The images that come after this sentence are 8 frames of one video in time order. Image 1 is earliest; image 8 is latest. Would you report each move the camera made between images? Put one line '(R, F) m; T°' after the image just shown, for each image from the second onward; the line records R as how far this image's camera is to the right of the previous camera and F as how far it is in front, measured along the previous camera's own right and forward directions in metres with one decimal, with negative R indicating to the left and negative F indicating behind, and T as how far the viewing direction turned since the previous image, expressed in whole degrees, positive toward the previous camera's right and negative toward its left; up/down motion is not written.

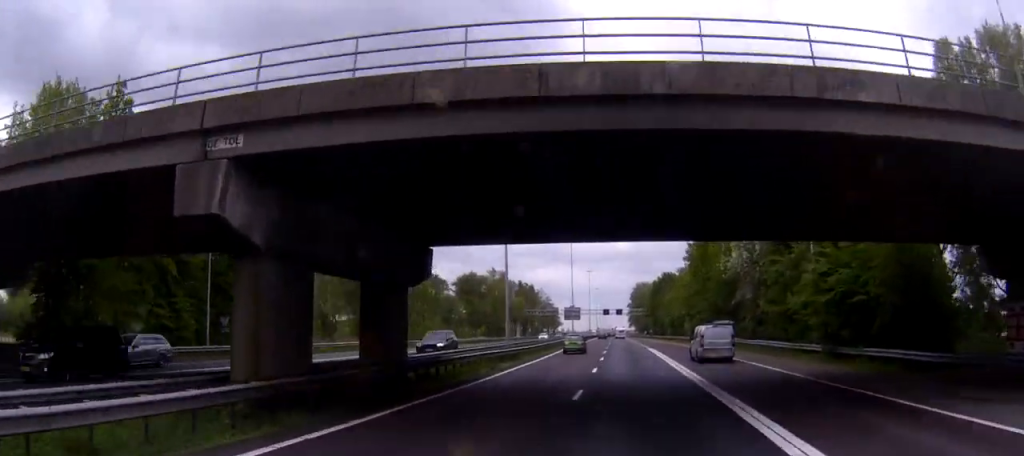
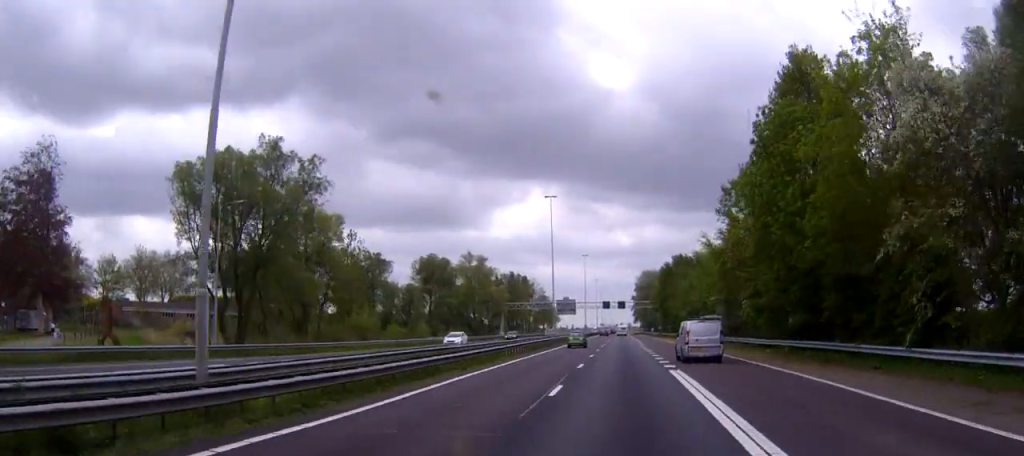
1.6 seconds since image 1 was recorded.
(-0.2, +35.8) m; -1°
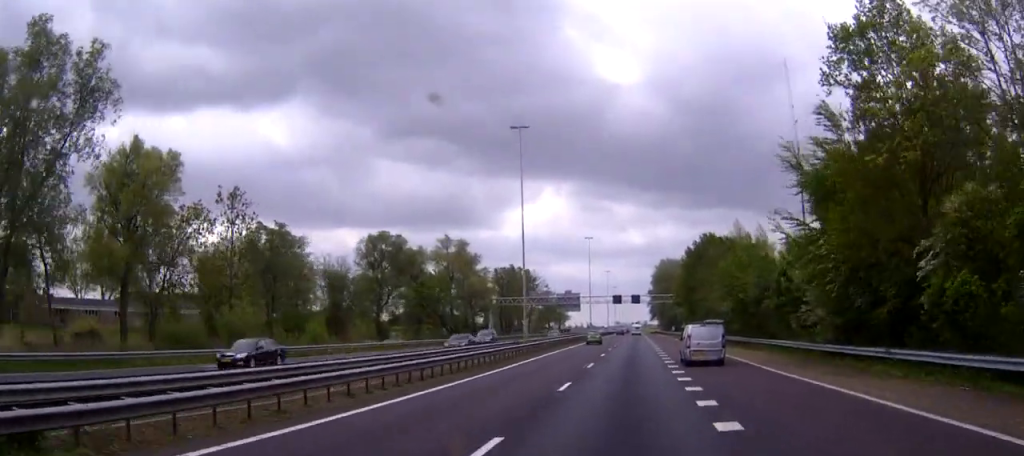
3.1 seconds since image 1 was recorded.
(-0.5, +33.6) m; -1°
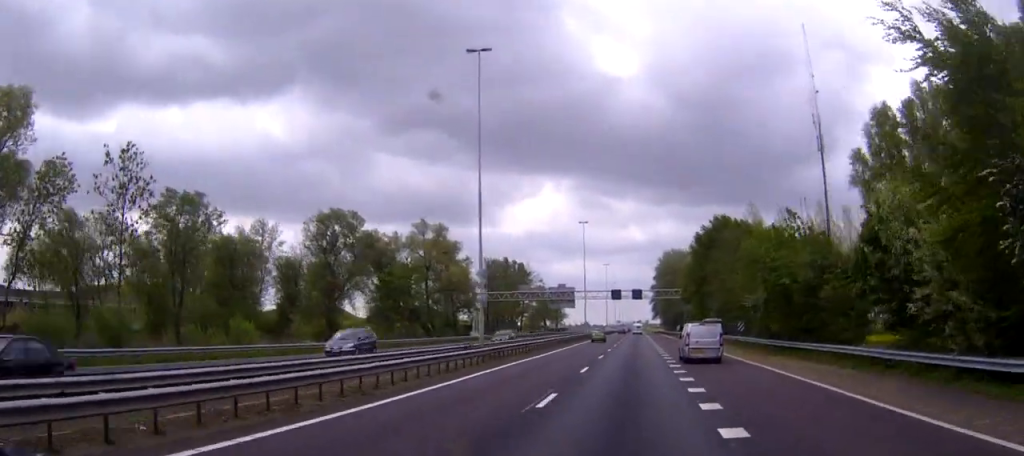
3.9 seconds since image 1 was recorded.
(+0.1, +16.4) m; 0°
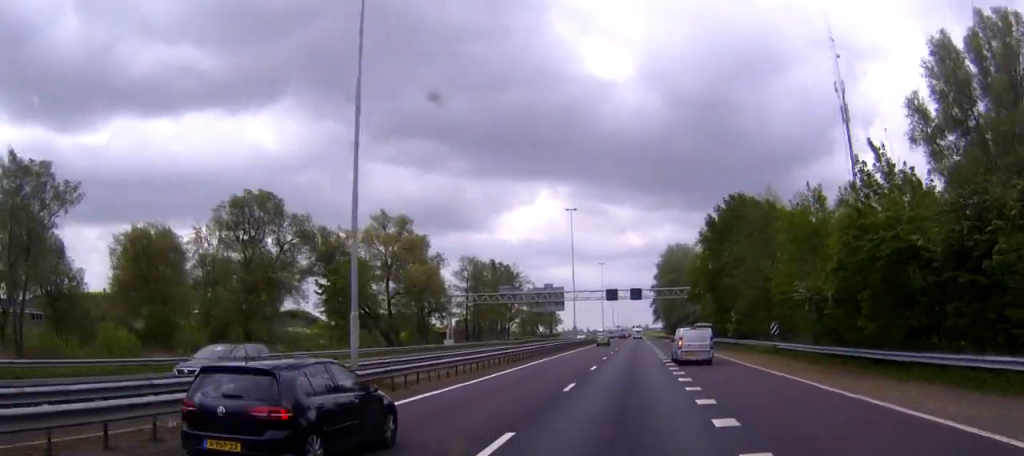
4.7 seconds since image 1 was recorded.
(0.0, +18.4) m; 0°
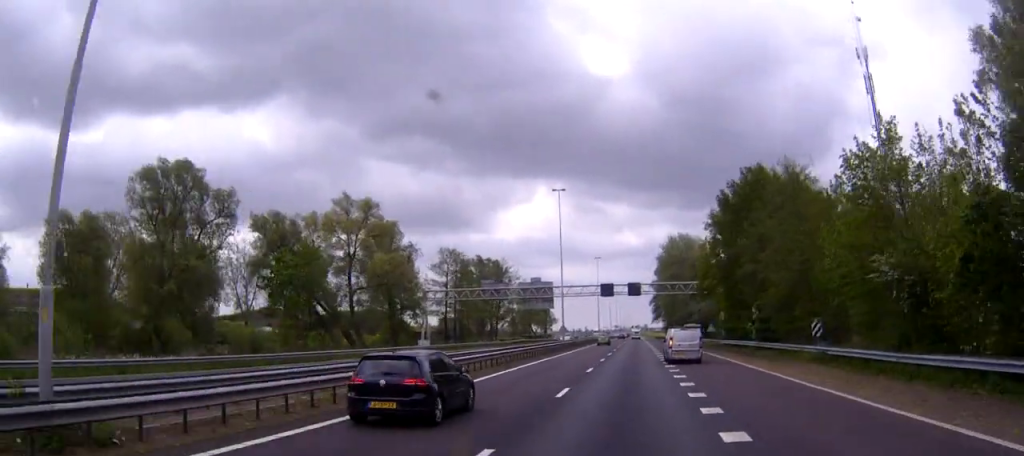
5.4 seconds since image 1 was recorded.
(-0.1, +13.5) m; 0°
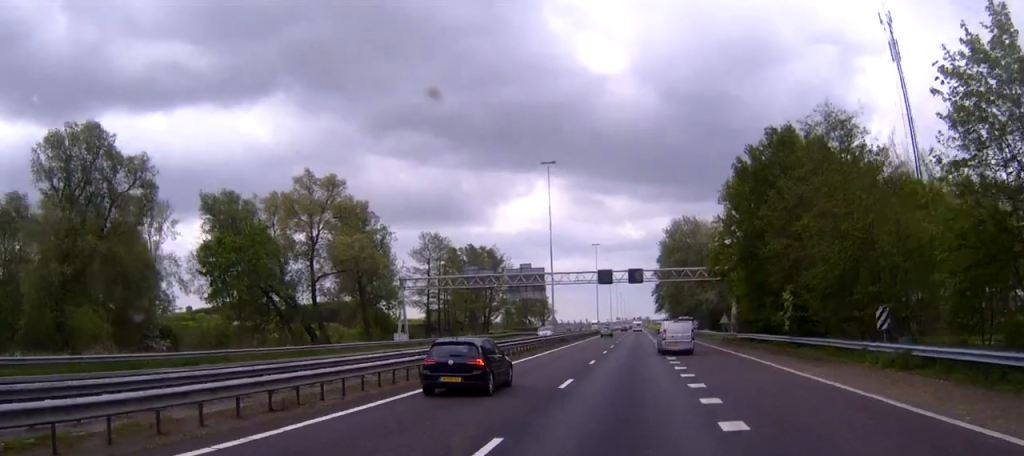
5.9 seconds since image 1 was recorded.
(0.0, +11.4) m; 0°
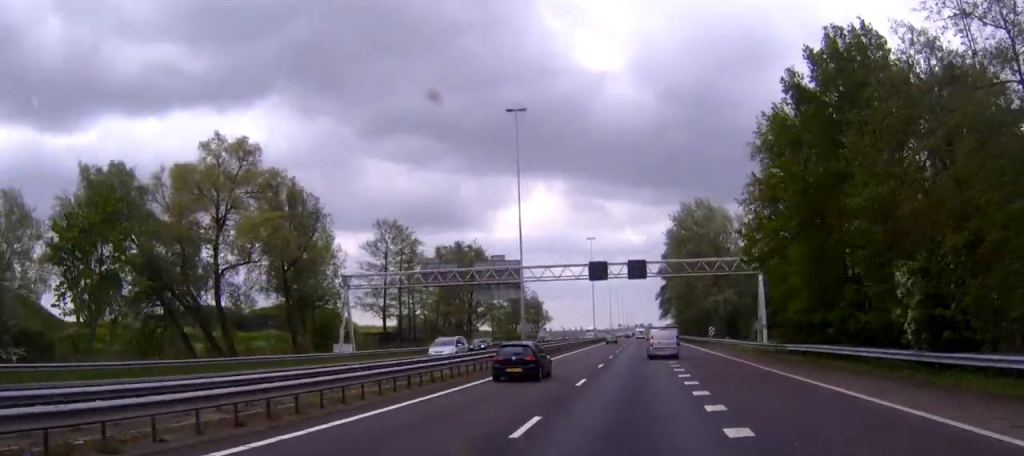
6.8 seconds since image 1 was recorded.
(0.0, +20.1) m; 0°
